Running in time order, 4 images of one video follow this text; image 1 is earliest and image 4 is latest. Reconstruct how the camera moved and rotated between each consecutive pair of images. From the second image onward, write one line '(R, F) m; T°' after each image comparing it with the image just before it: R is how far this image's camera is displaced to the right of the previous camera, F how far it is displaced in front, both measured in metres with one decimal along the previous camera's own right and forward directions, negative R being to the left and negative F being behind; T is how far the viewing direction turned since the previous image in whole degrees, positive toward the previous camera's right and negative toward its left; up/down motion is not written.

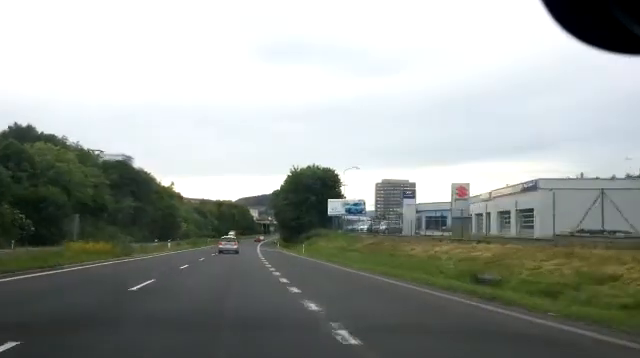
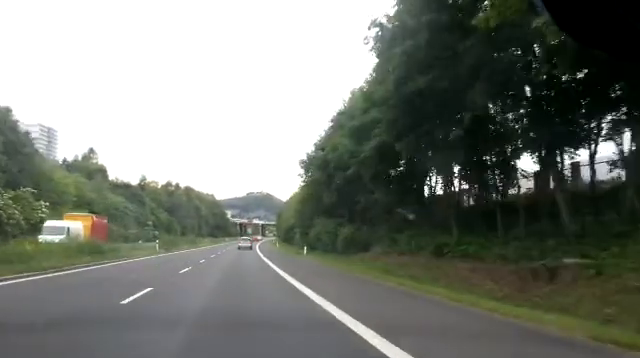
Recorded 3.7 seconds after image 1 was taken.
(+1.4, +91.6) m; +1°
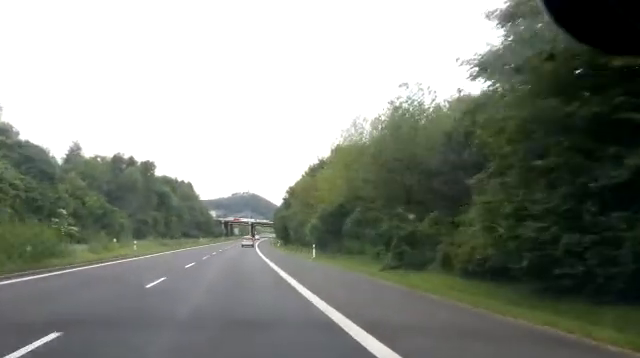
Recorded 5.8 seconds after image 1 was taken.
(+1.1, +49.7) m; +3°
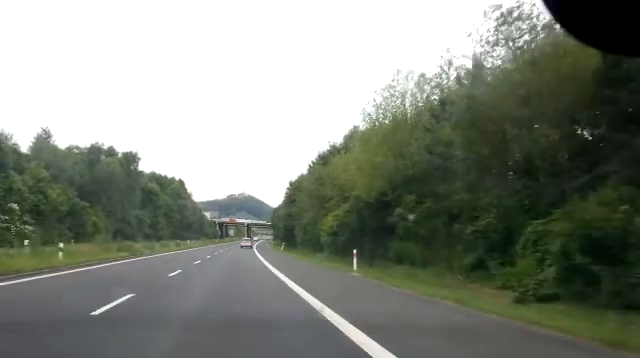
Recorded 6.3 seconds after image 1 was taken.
(0.0, +12.9) m; -1°
